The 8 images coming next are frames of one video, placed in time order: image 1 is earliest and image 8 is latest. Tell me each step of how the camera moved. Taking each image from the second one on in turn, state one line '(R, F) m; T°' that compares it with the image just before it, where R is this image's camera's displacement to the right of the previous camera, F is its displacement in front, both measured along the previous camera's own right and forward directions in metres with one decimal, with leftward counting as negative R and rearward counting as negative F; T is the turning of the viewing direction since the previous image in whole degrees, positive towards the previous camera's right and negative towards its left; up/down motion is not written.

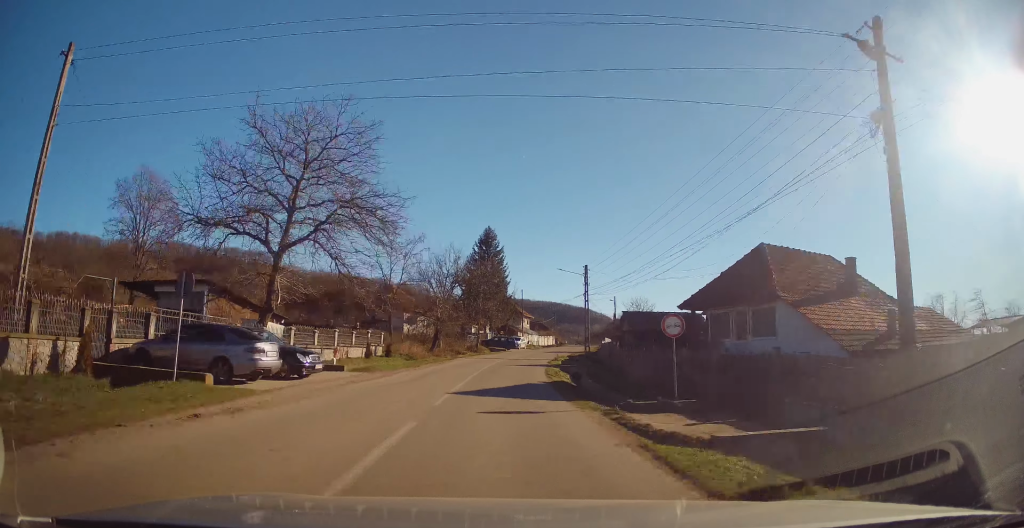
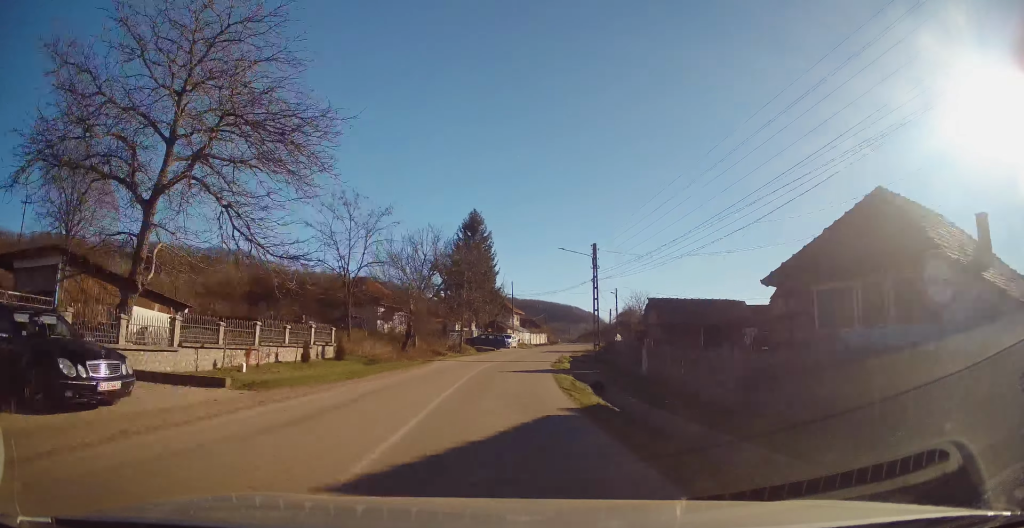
(0.0, +9.0) m; +1°
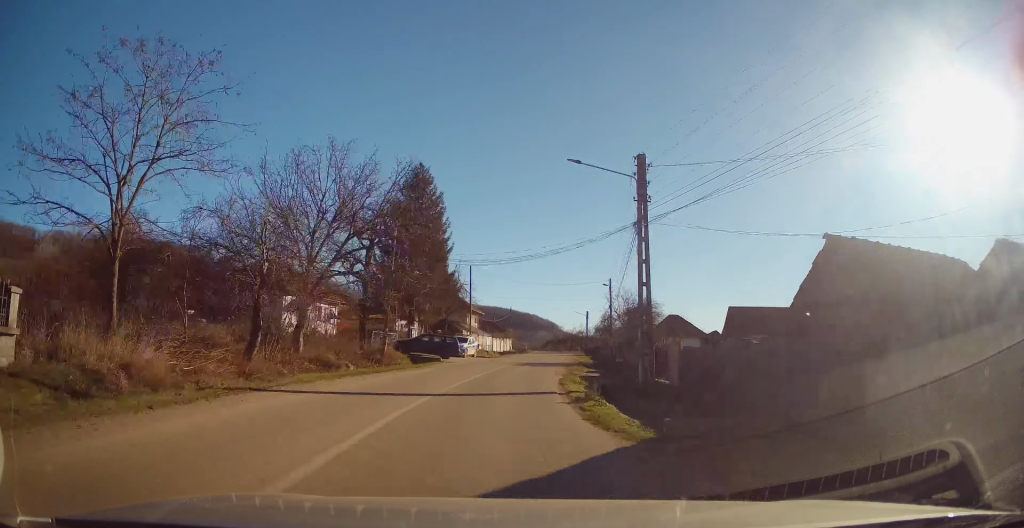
(+0.3, +18.6) m; +4°
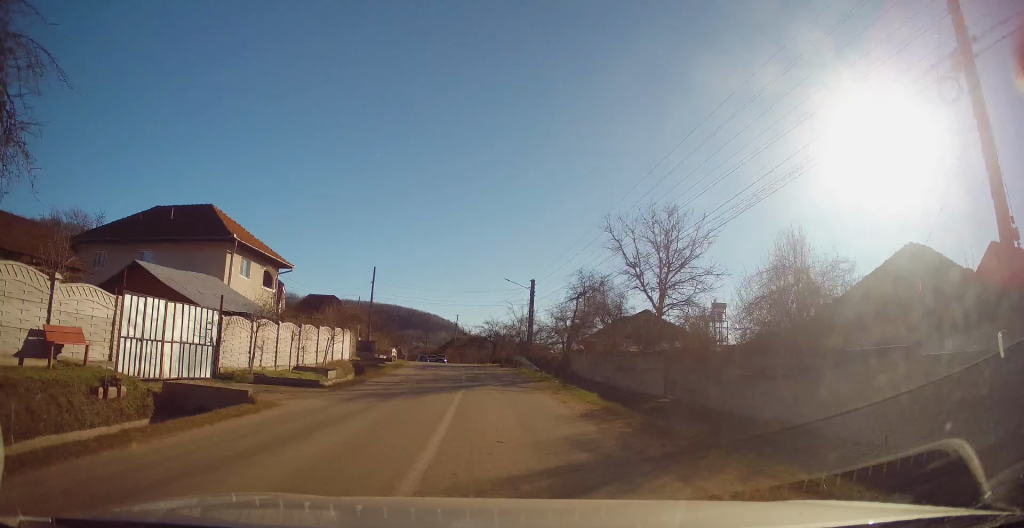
(+5.6, +49.7) m; +10°
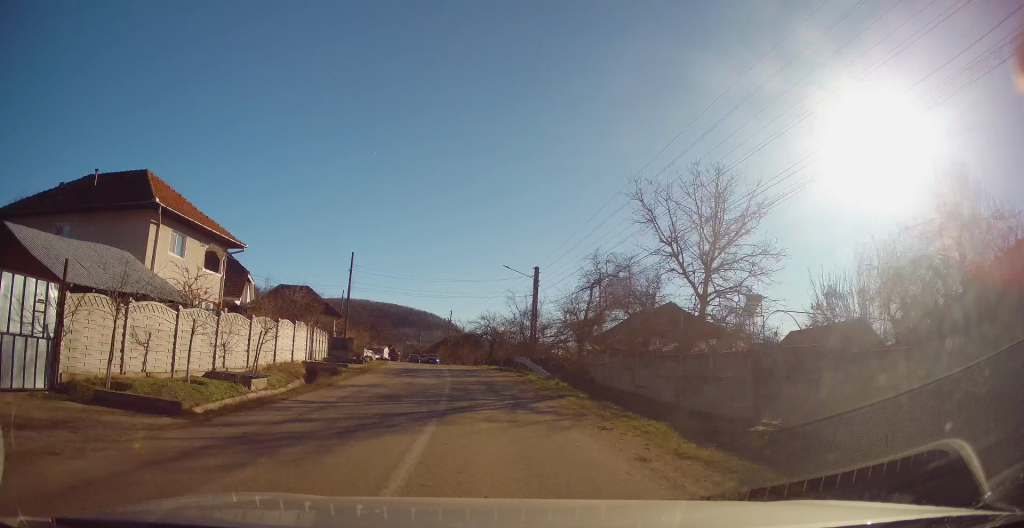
(-0.1, +6.7) m; 0°
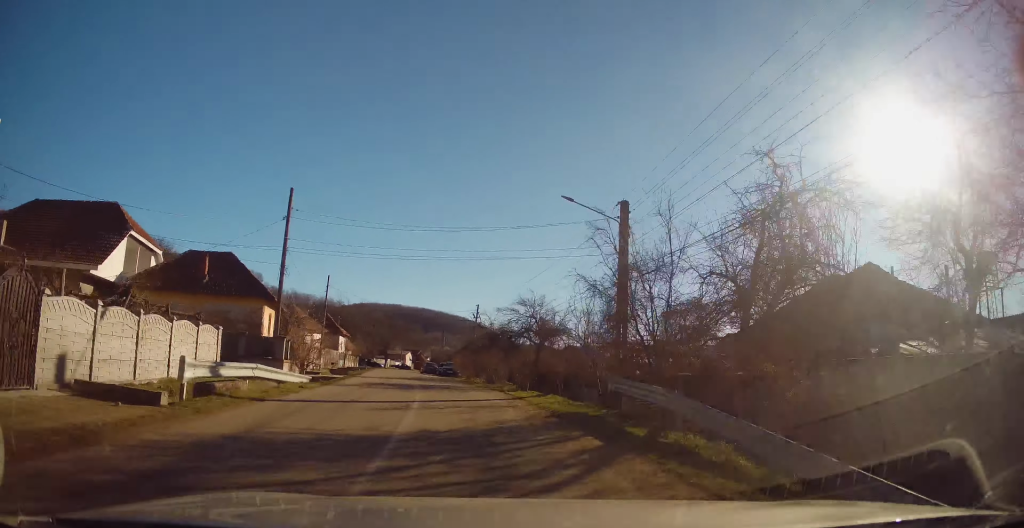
(+0.1, +18.8) m; -1°
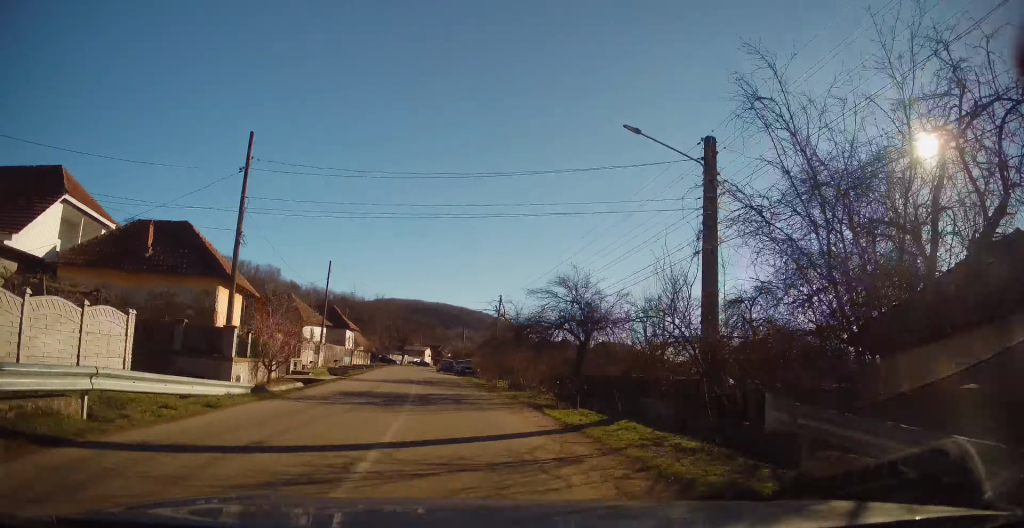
(0.0, +6.5) m; -1°
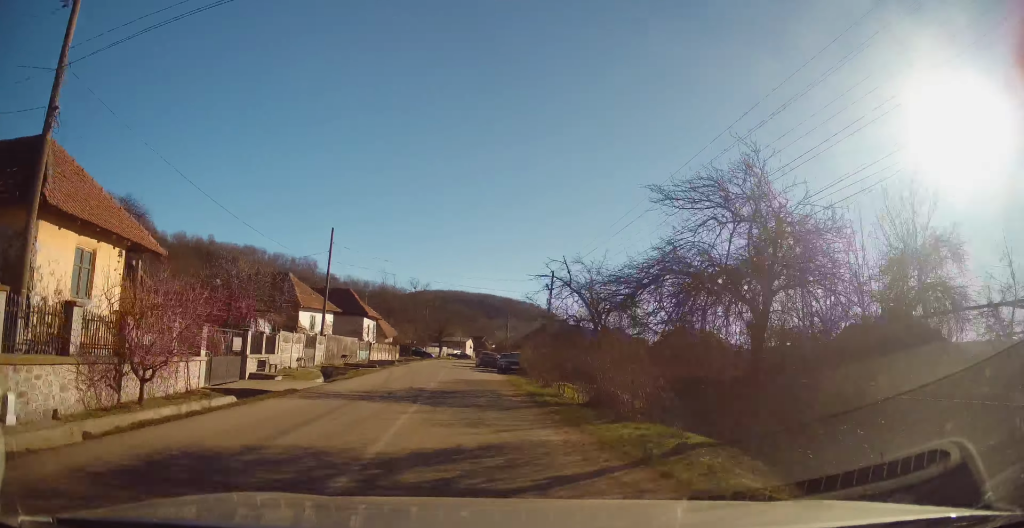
(-0.3, +10.4) m; -4°
